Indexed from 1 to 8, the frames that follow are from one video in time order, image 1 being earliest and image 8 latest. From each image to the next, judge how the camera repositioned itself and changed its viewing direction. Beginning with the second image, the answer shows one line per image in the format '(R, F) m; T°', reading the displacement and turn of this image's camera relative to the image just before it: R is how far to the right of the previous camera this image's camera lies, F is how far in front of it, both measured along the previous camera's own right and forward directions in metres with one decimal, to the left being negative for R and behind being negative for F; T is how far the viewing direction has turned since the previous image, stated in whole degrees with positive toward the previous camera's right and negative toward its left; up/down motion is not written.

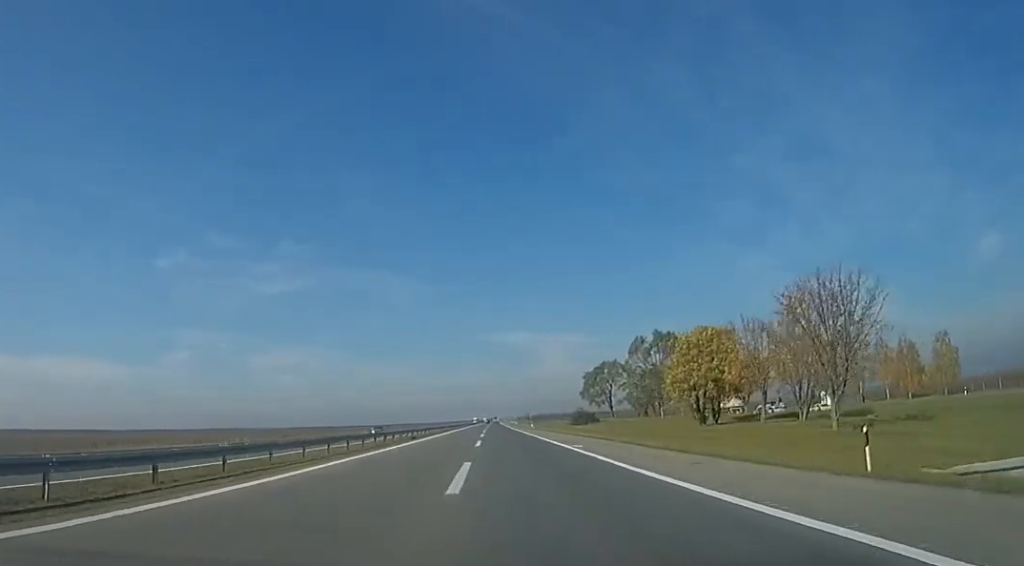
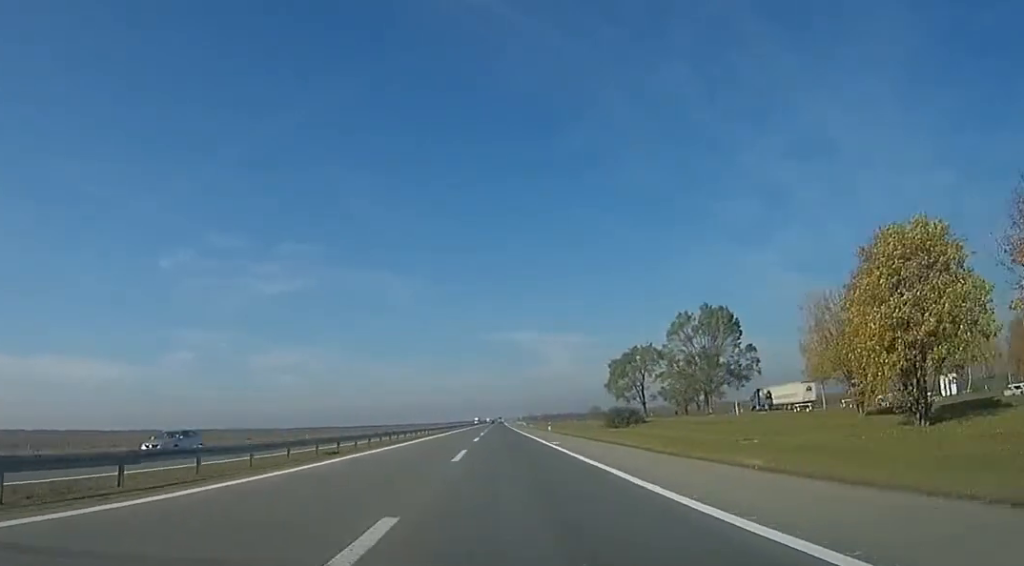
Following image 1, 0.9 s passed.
(+0.3, +28.9) m; 0°
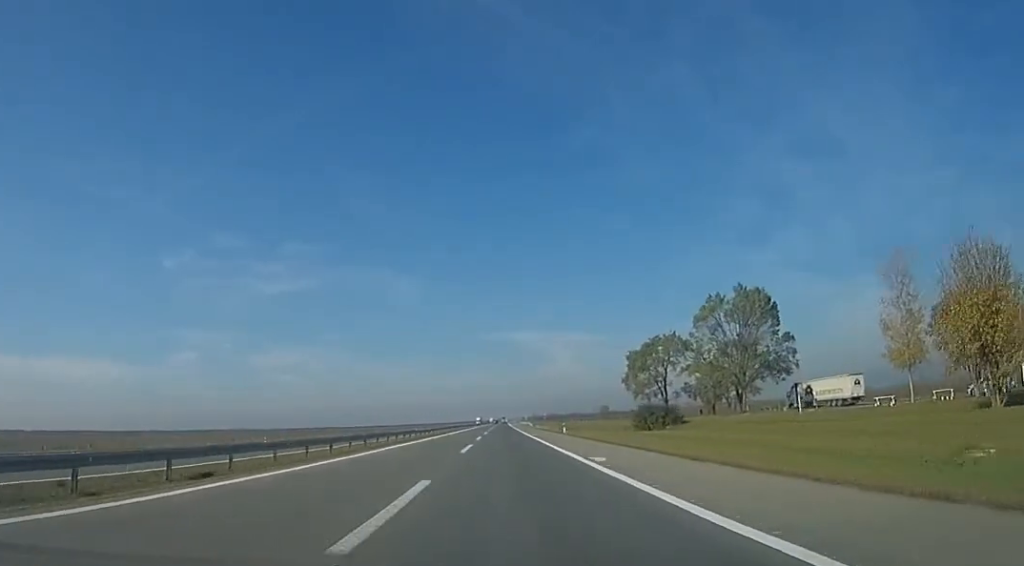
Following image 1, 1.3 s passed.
(0.0, +13.6) m; 0°
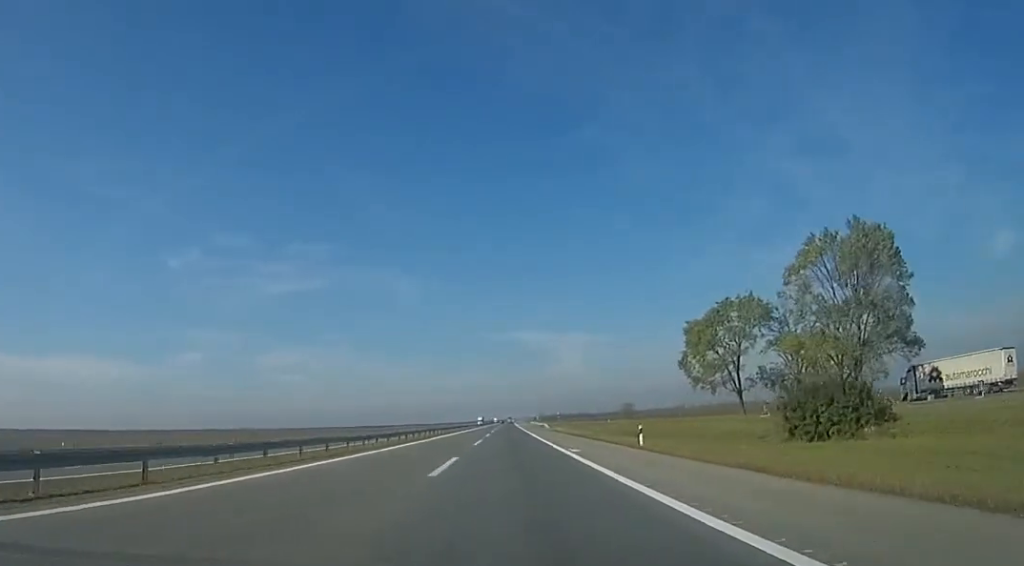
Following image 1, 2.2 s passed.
(0.0, +29.4) m; 0°
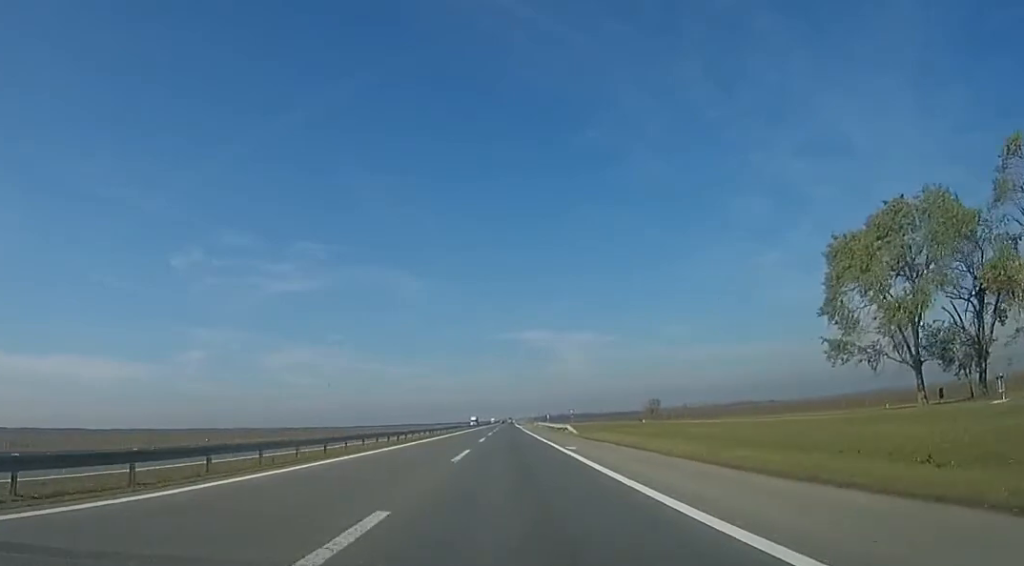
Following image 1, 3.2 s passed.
(0.0, +32.6) m; 0°
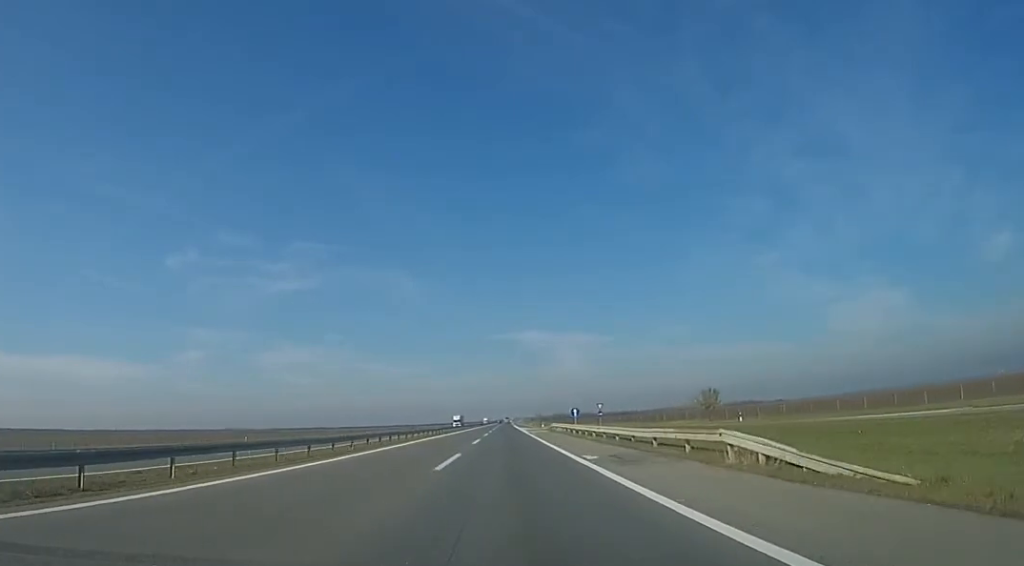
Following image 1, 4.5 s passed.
(+0.4, +41.6) m; -2°
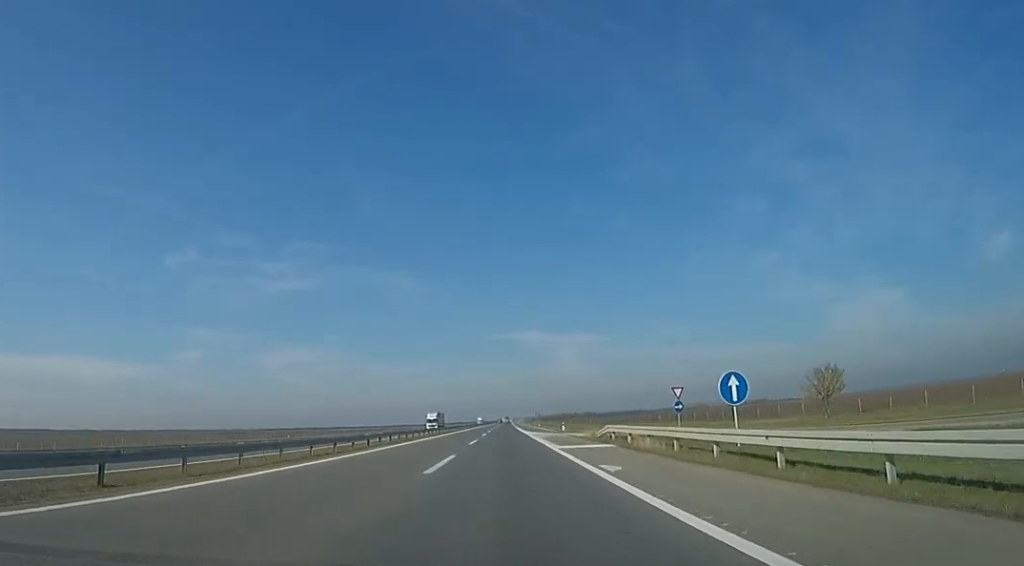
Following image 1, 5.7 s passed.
(-1.7, +38.8) m; -1°
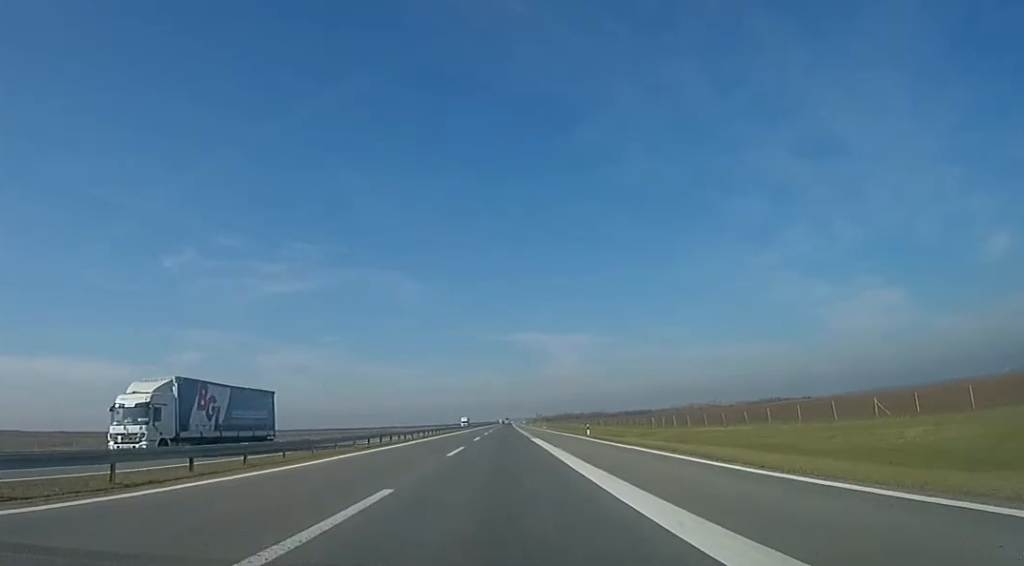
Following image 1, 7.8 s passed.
(+2.7, +67.4) m; +2°
